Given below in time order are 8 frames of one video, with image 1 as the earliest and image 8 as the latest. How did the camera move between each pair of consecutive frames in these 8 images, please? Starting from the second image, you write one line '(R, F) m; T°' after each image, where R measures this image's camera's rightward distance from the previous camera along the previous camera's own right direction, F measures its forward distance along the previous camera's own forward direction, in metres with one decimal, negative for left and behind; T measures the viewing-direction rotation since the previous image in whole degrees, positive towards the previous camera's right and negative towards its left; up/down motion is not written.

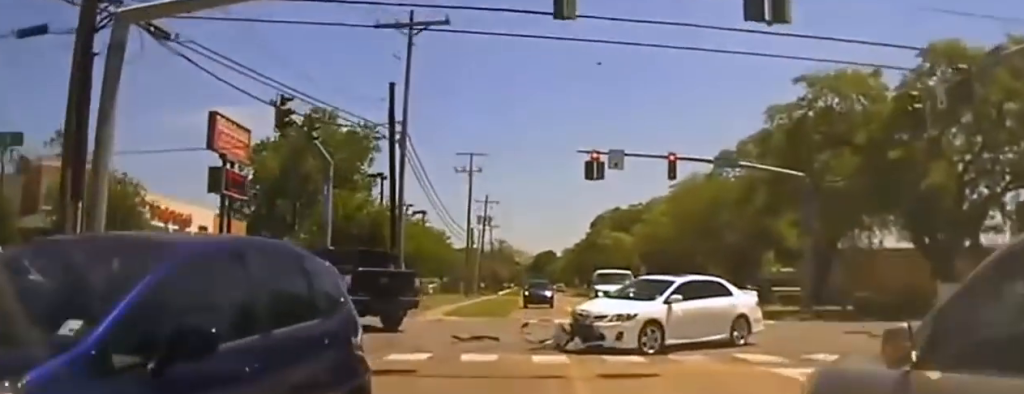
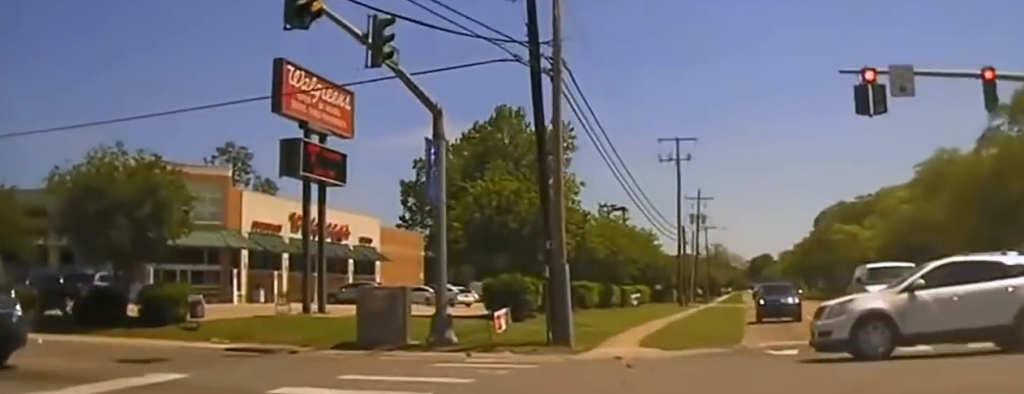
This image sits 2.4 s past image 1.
(-6.4, +17.7) m; -42°
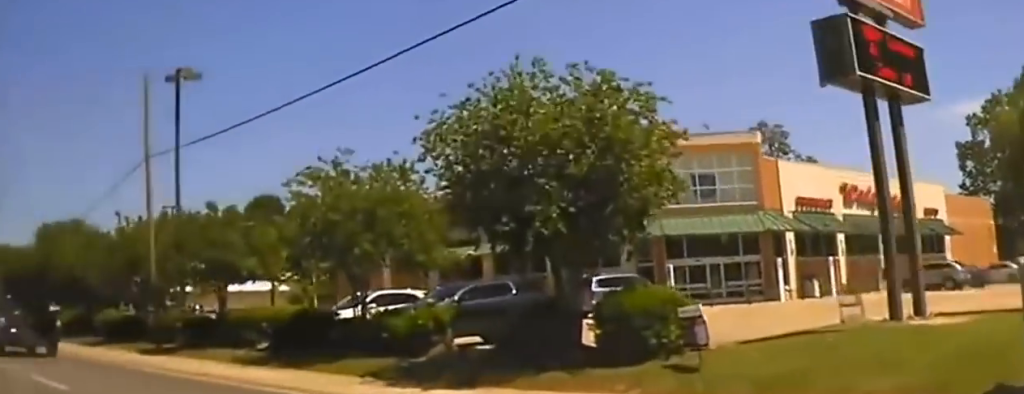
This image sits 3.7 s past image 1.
(-2.7, +10.3) m; -27°
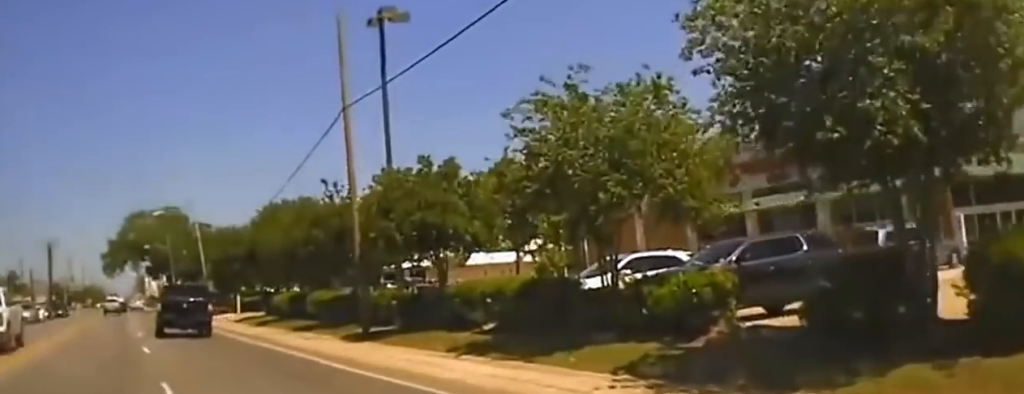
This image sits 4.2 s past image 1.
(-0.4, +4.0) m; -8°
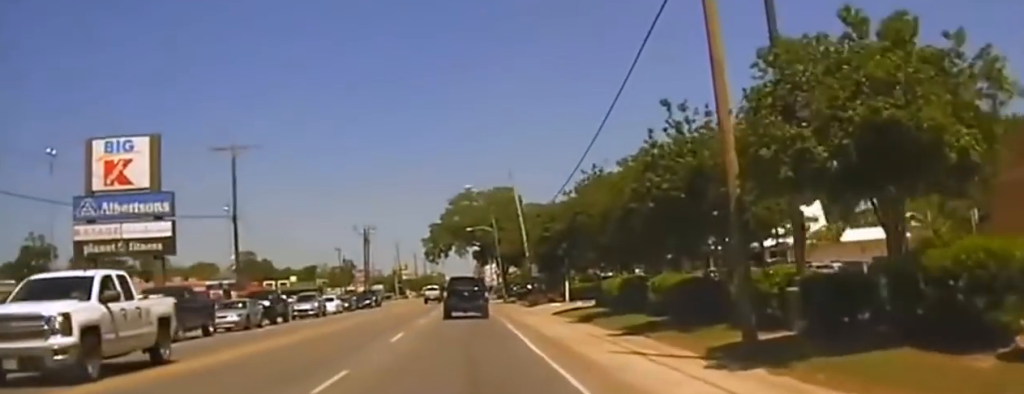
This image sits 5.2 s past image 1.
(-1.4, +10.3) m; -8°
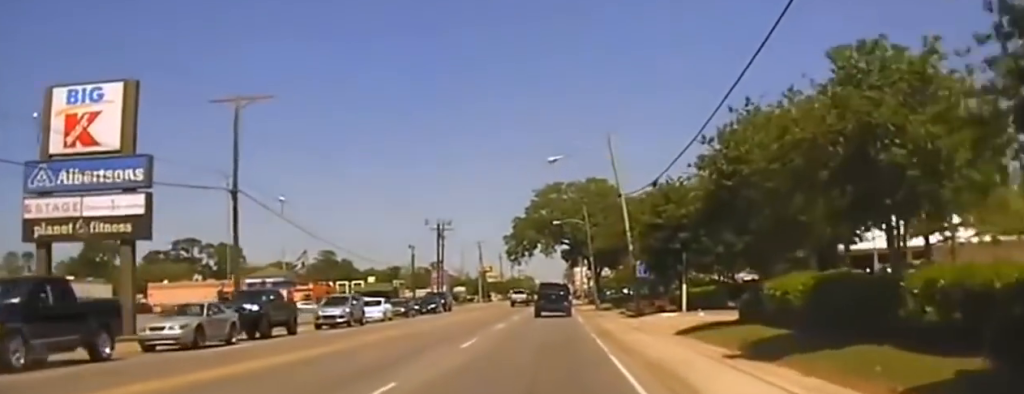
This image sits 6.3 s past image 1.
(-0.1, +15.2) m; -2°
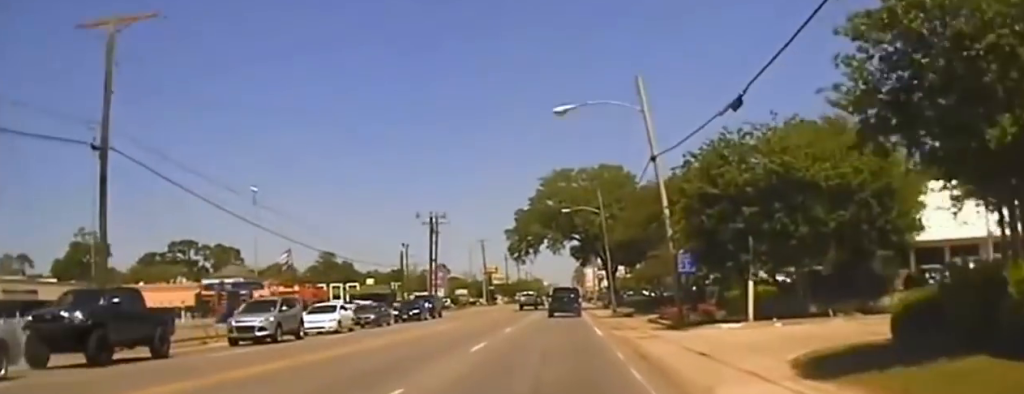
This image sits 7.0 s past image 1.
(-0.2, +14.0) m; -1°
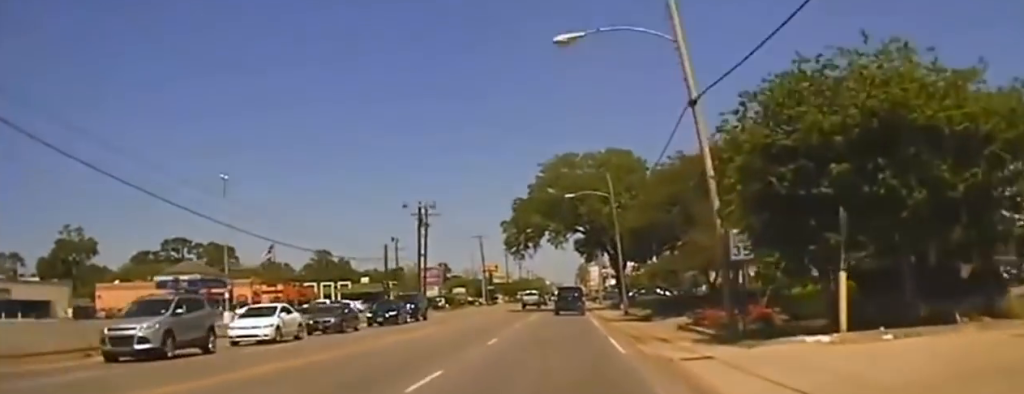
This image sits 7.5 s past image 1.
(-0.2, +10.5) m; 0°
